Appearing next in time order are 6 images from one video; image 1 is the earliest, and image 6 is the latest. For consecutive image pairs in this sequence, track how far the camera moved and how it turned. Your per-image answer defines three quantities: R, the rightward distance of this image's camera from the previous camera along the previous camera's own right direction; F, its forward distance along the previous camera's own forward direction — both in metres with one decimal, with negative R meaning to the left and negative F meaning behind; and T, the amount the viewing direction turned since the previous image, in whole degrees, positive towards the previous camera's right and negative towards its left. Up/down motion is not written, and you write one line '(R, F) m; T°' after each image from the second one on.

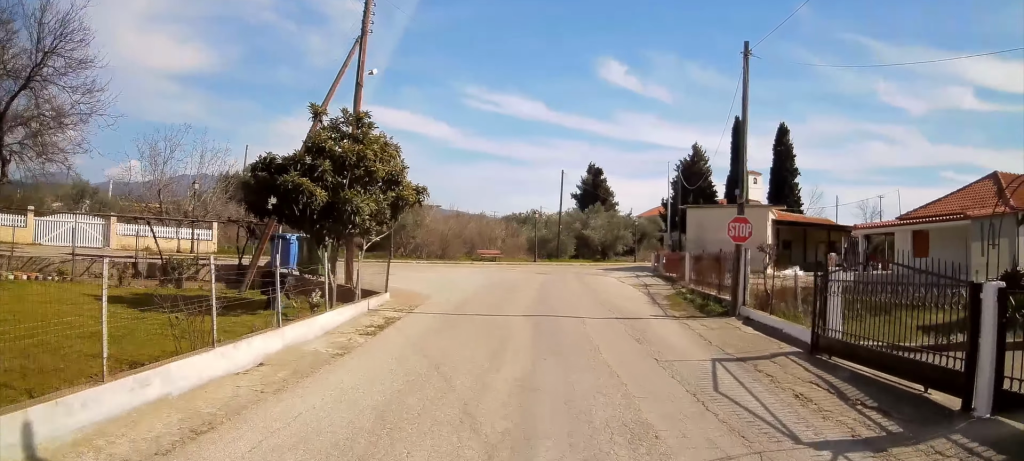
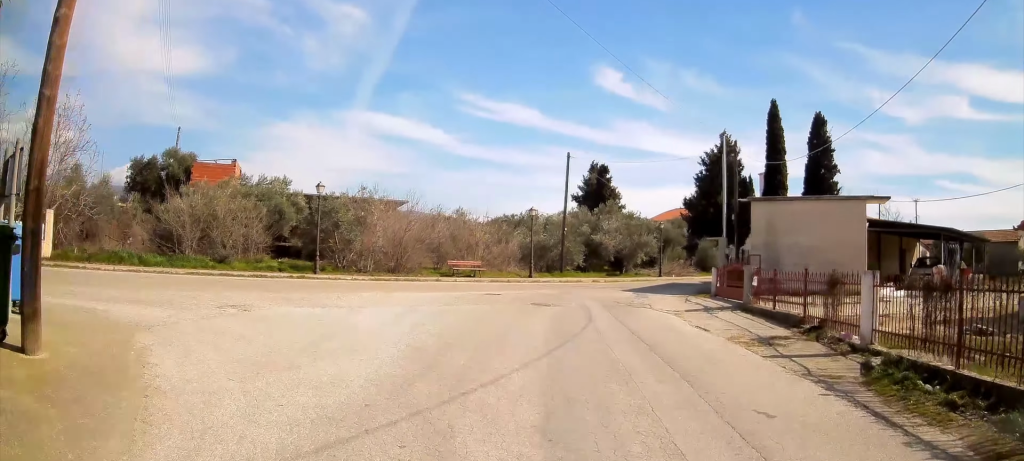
(+0.2, +13.5) m; +2°
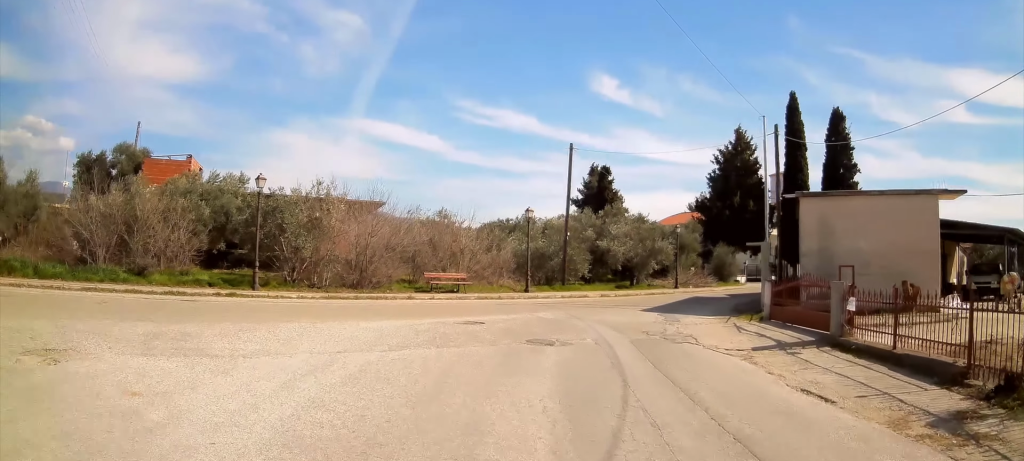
(+0.1, +6.3) m; -1°
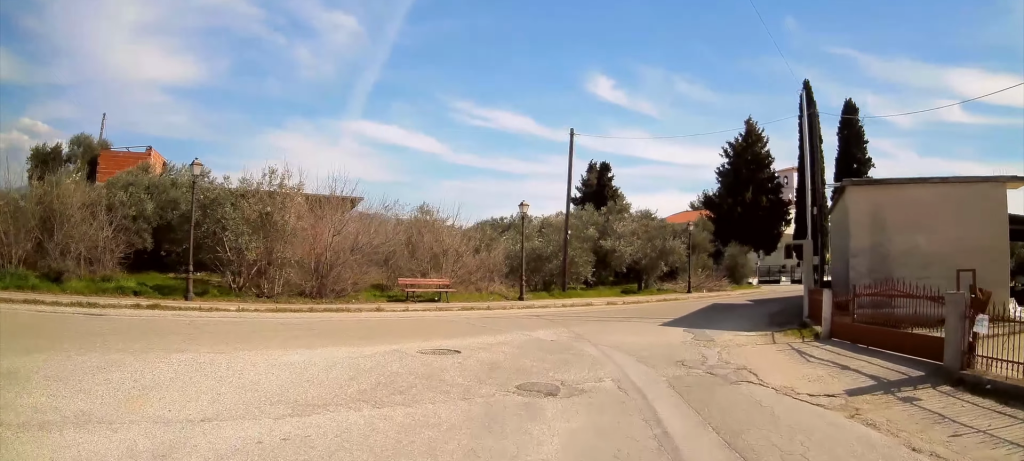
(0.0, +4.5) m; -1°
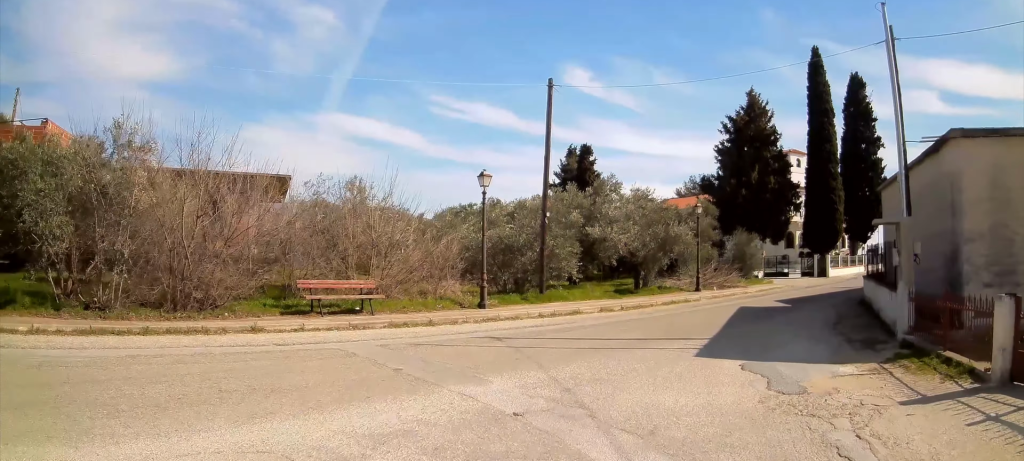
(-0.2, +7.7) m; -1°
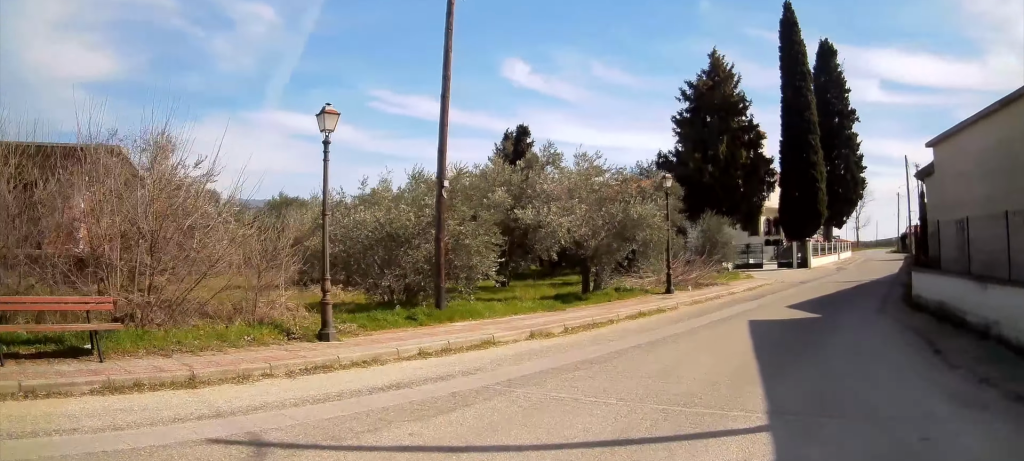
(+0.3, +8.3) m; +6°
